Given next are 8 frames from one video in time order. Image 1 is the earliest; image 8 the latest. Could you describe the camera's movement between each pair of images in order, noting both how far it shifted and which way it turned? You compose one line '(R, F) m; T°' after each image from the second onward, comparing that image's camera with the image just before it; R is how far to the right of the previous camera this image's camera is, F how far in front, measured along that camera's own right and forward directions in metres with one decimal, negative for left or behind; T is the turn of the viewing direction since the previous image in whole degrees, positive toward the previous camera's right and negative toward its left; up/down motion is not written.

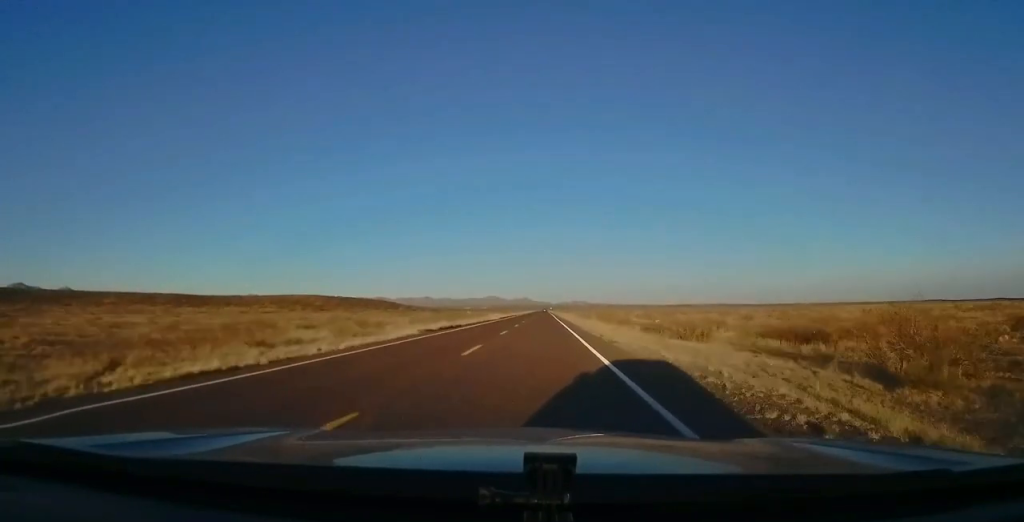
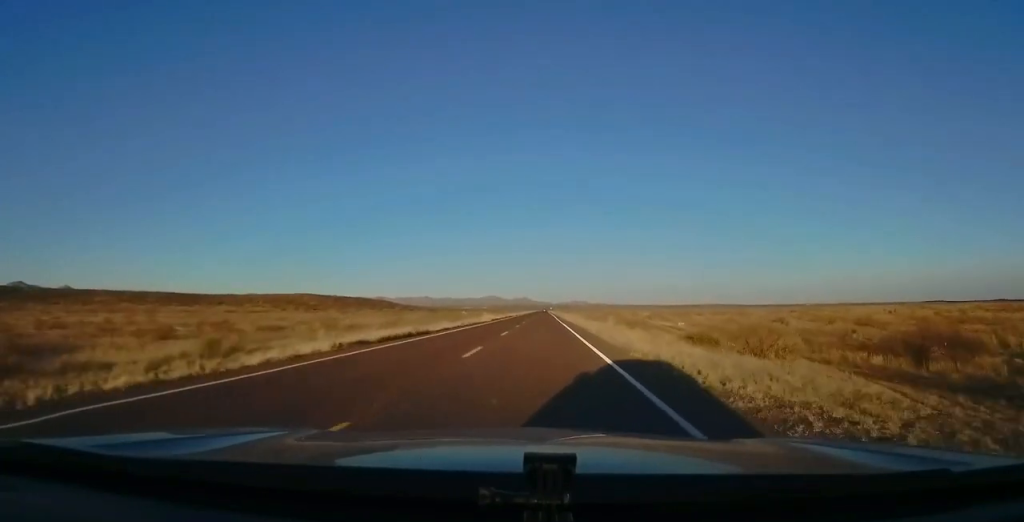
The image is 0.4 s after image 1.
(-0.1, +12.5) m; 0°
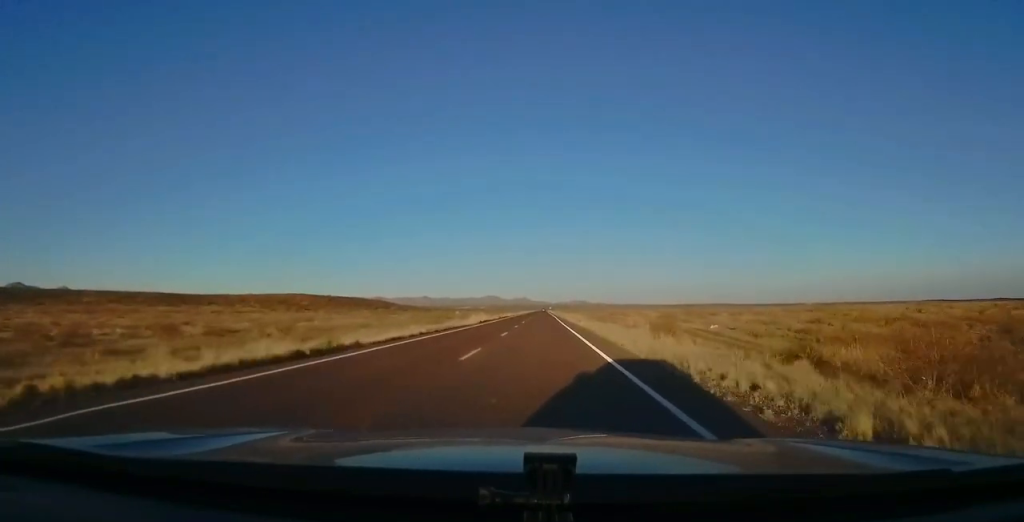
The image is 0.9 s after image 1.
(0.0, +12.6) m; 0°
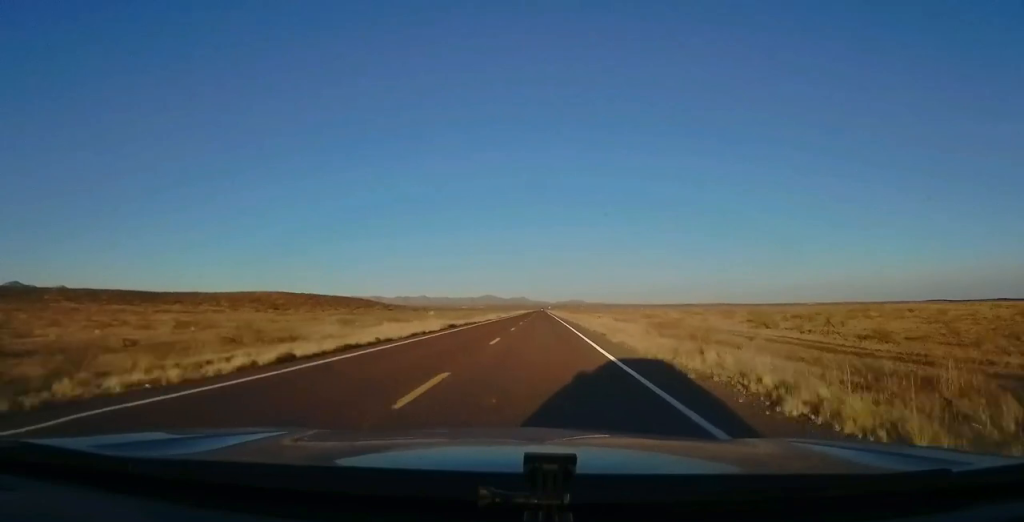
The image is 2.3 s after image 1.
(+0.2, +42.5) m; 0°
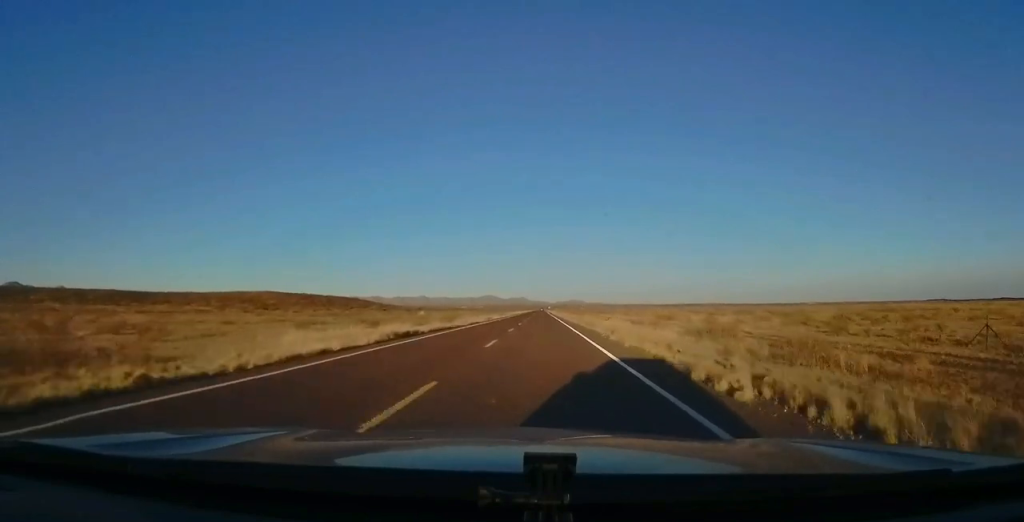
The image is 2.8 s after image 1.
(0.0, +13.5) m; 0°
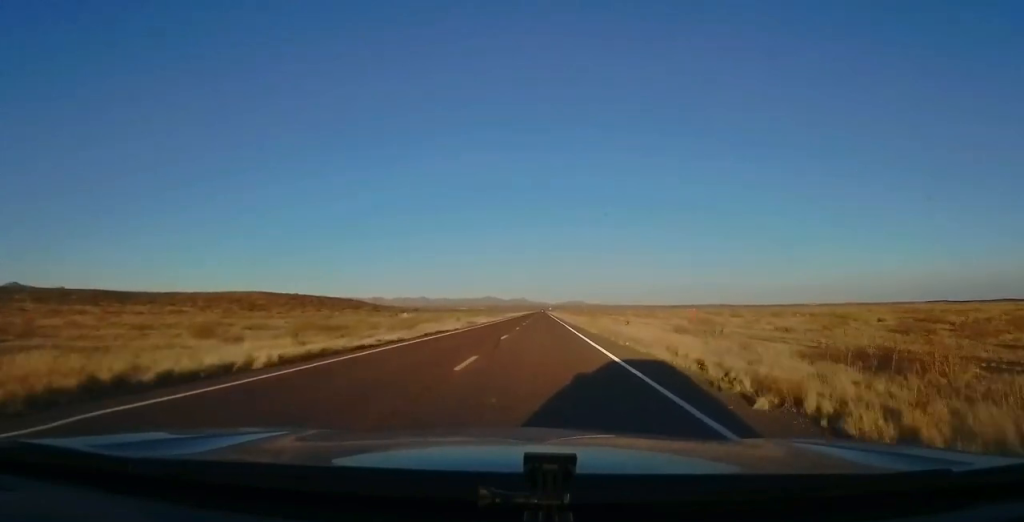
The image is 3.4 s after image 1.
(0.0, +18.3) m; 0°
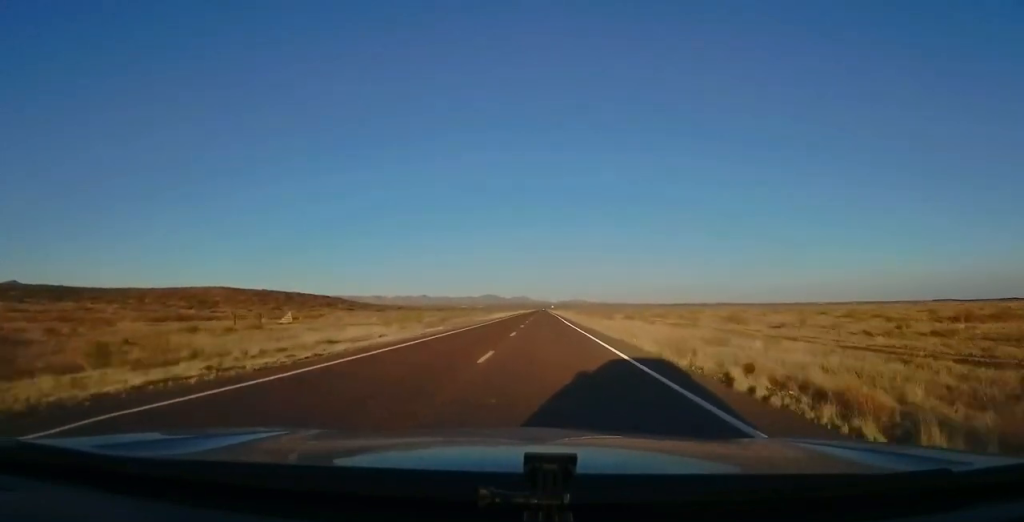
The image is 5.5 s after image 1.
(0.0, +58.7) m; 0°
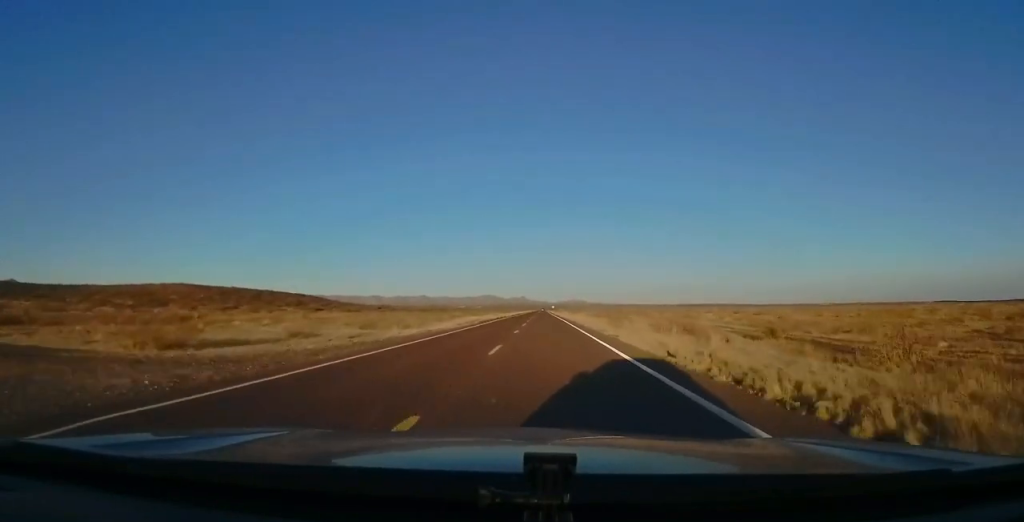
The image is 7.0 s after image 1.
(+0.4, +45.1) m; +1°
